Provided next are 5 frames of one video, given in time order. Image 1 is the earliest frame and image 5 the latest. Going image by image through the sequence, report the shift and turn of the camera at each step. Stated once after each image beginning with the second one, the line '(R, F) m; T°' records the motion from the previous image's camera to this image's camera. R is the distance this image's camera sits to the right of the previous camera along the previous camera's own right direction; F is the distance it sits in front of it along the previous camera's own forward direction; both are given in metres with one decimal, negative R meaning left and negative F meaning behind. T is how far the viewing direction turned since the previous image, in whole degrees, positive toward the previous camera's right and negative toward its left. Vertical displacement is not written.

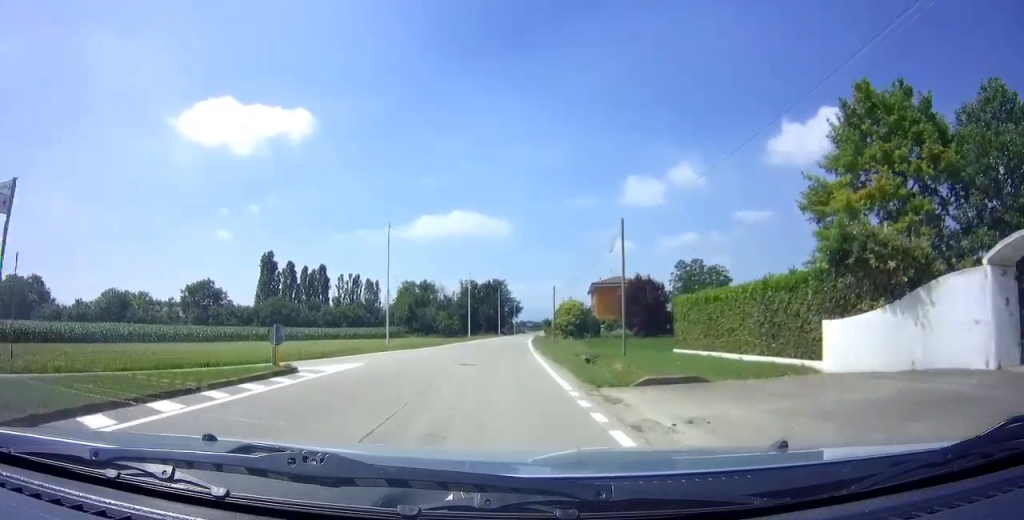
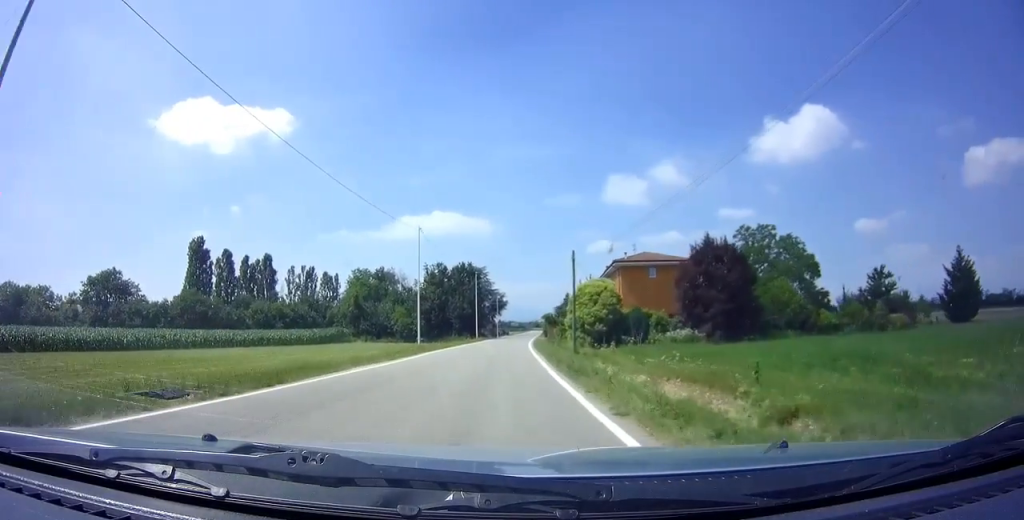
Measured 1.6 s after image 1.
(+0.1, +27.6) m; +1°
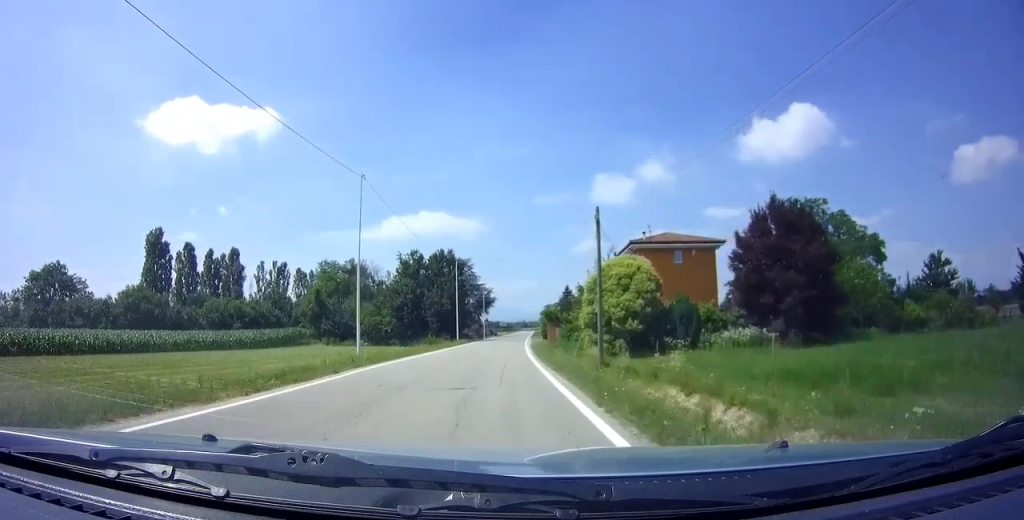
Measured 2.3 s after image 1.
(0.0, +12.7) m; +1°
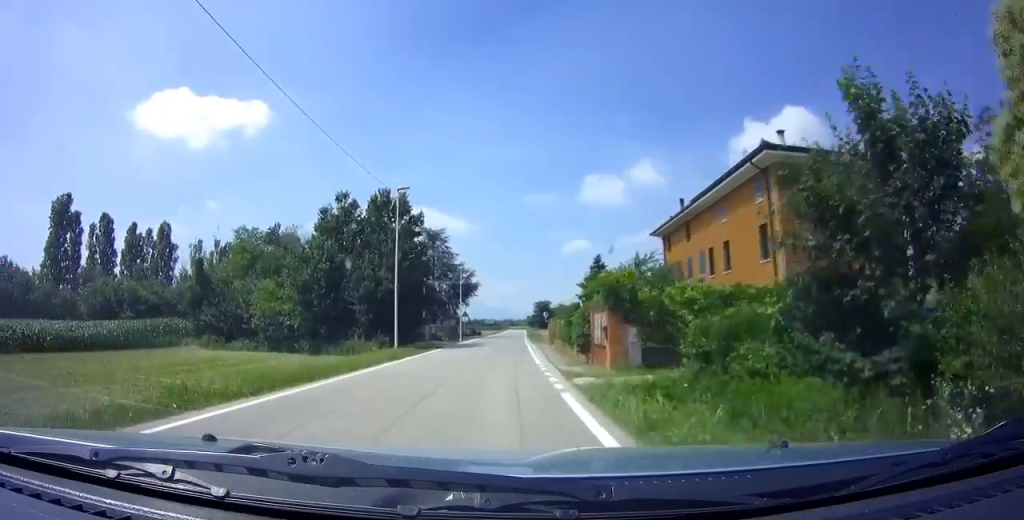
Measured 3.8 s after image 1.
(+0.5, +25.3) m; +1°
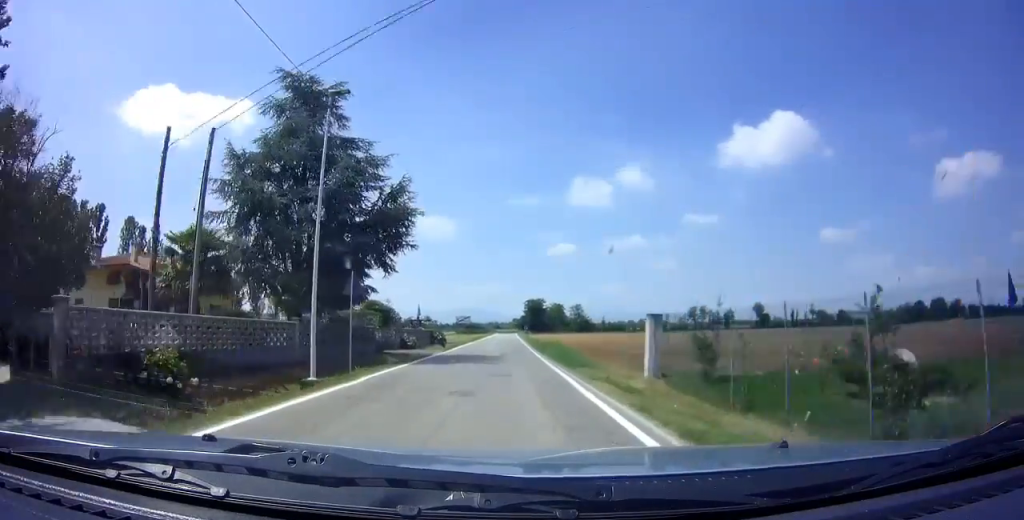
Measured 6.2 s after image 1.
(+0.8, +41.3) m; +2°
